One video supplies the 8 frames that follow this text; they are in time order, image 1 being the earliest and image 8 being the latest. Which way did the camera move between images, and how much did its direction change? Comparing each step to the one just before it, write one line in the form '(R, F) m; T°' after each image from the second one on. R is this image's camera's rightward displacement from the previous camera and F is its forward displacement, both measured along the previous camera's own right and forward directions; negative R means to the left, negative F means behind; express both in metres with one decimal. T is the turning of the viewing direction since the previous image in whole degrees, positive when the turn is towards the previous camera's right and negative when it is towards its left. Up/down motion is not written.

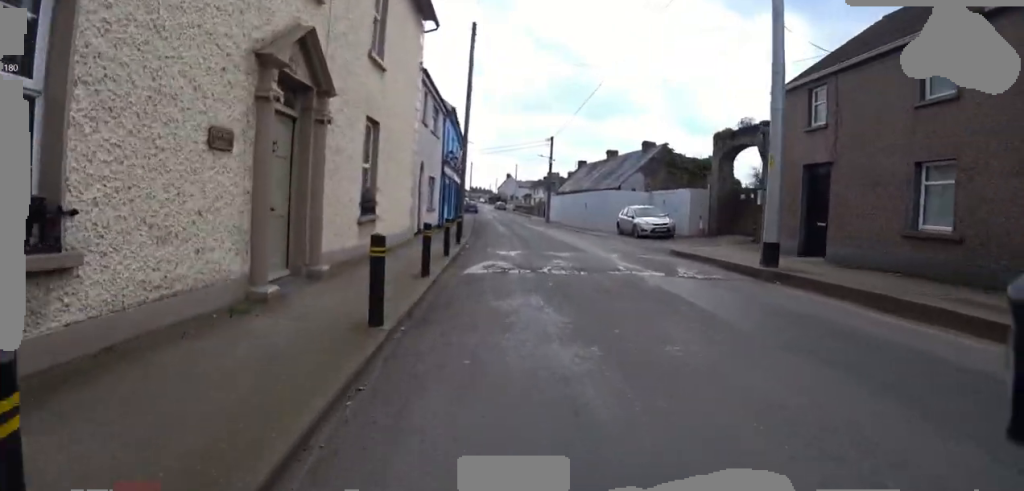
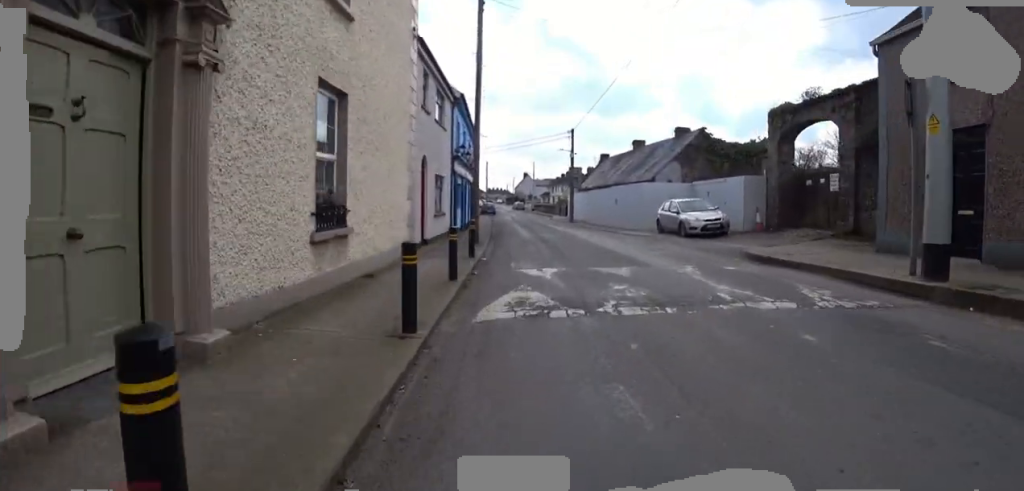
(0.0, +2.9) m; 0°
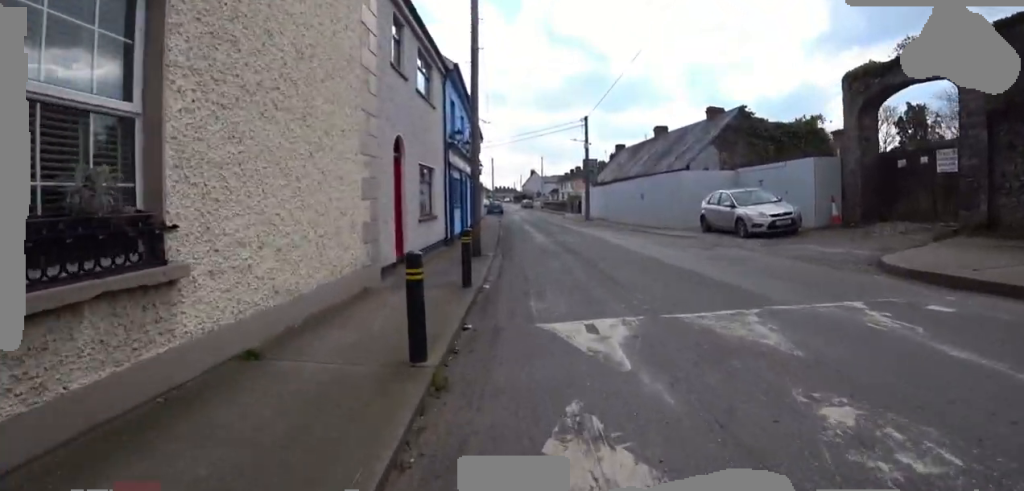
(0.0, +3.7) m; +1°
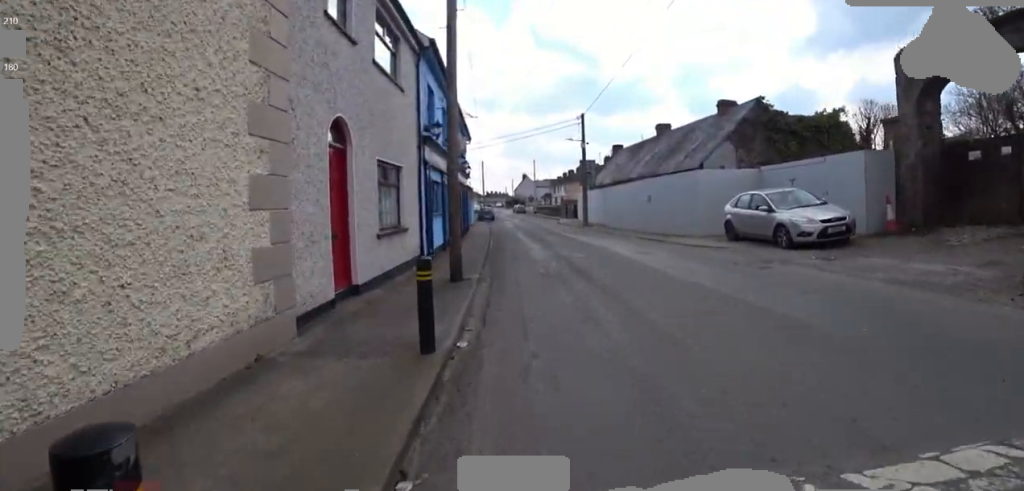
(0.0, +2.6) m; +4°
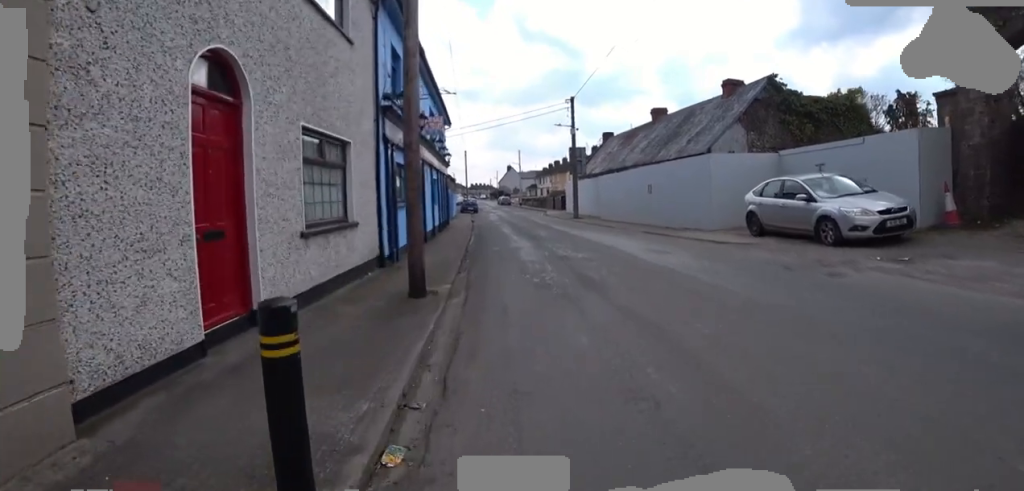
(-0.1, +2.3) m; +3°
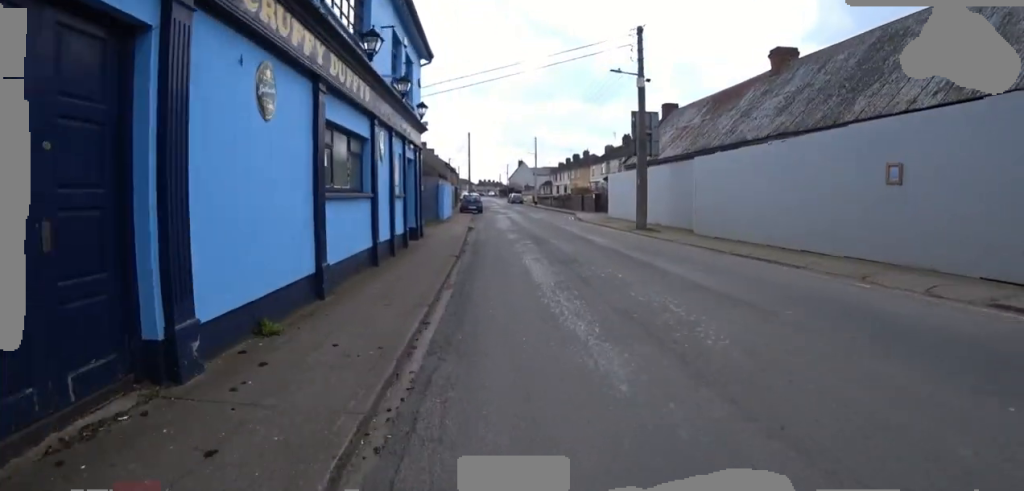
(-0.8, +11.8) m; -11°
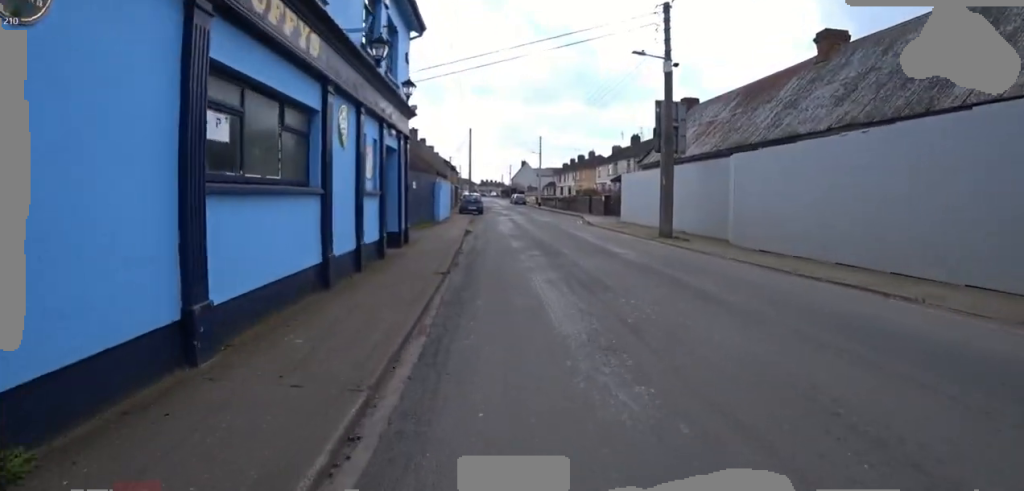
(0.0, +2.5) m; 0°
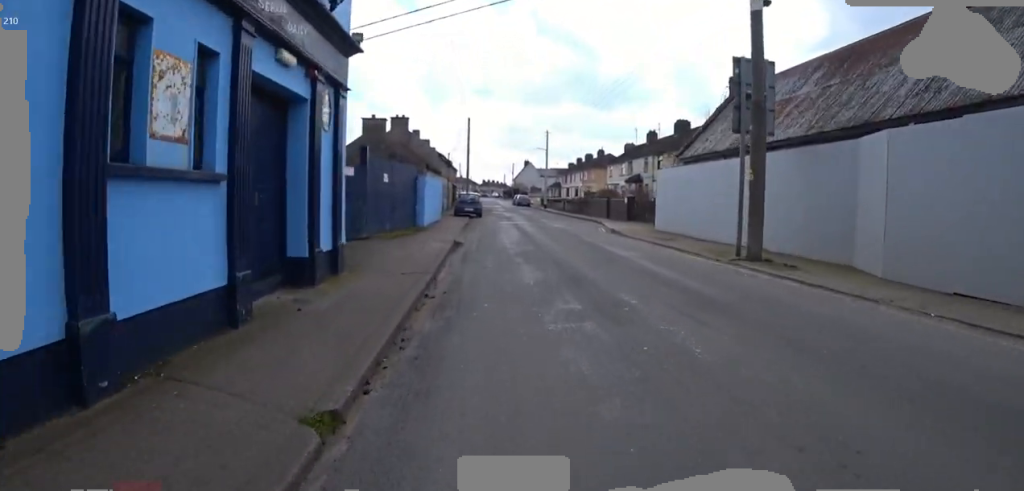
(0.0, +5.2) m; -2°
